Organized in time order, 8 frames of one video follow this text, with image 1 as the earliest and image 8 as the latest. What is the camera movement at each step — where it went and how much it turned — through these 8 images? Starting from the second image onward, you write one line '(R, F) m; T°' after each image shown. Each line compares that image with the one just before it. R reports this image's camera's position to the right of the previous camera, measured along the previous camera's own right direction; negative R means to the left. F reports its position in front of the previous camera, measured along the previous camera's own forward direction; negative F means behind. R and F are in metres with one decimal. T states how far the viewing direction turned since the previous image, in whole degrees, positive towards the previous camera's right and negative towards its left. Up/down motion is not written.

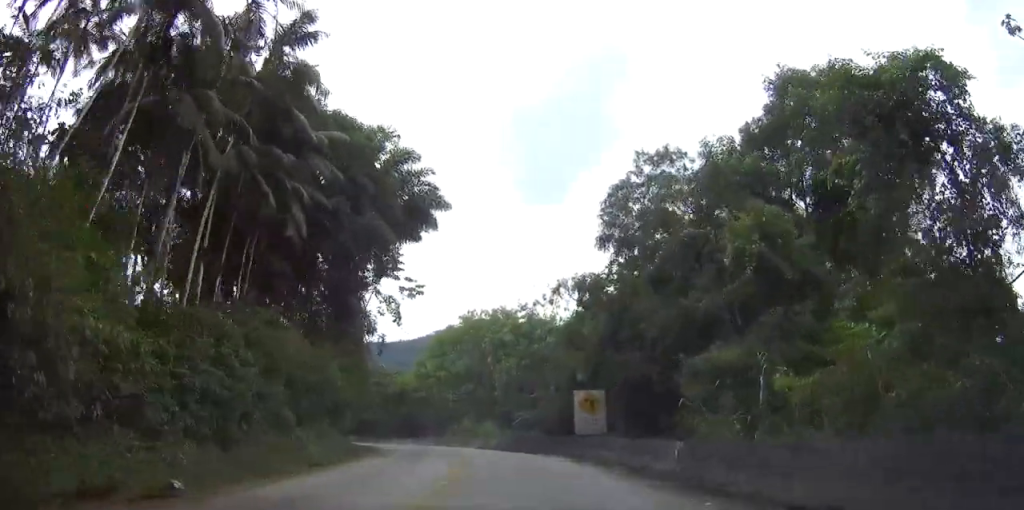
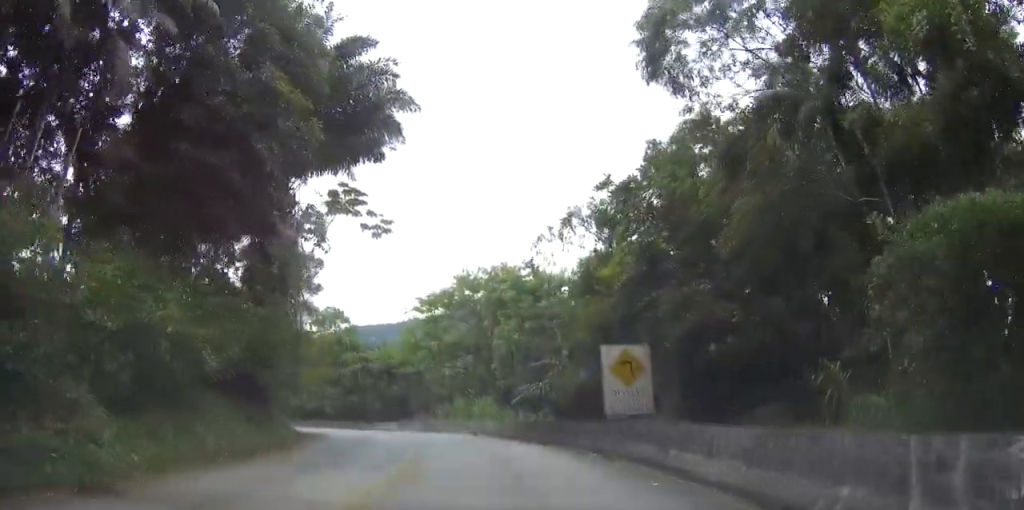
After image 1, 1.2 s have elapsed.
(-0.4, +12.5) m; -3°
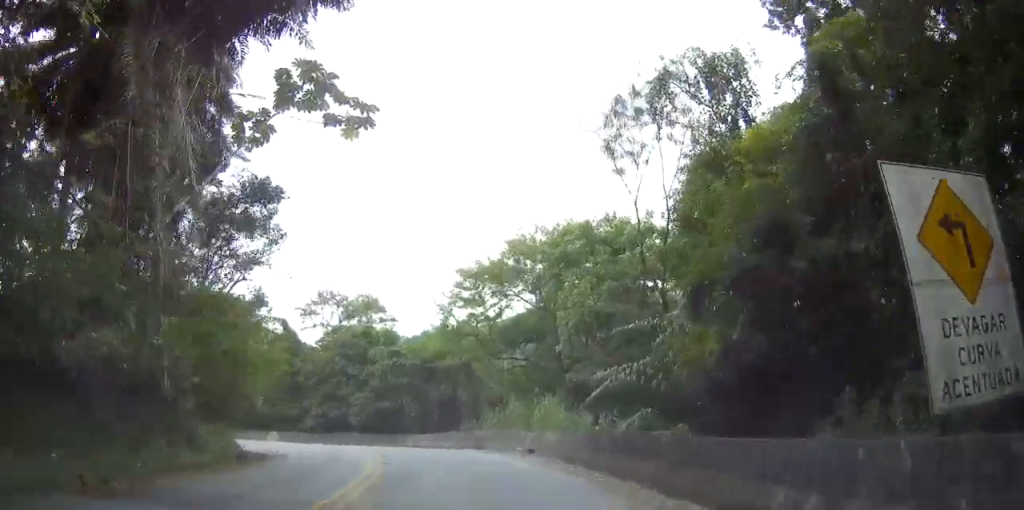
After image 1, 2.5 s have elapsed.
(0.0, +15.3) m; -2°
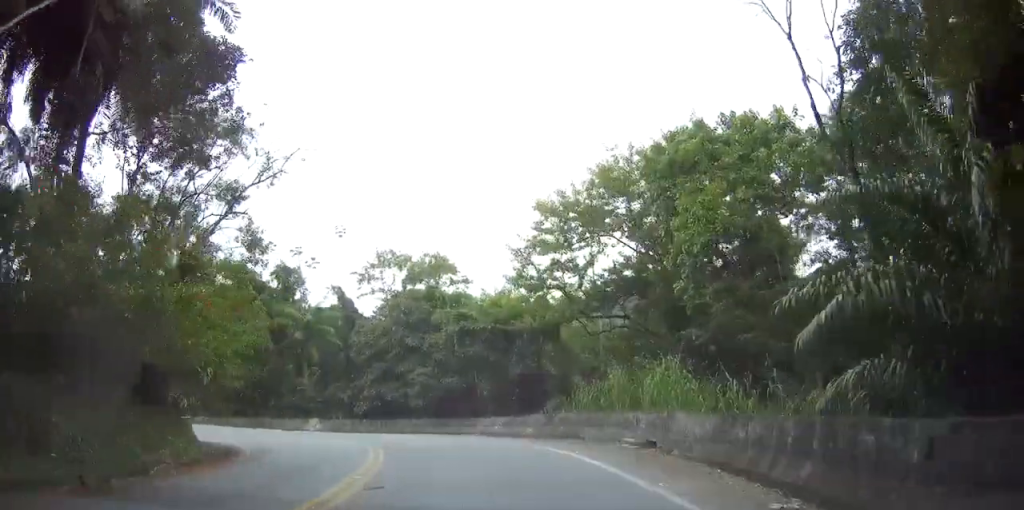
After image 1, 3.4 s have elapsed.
(-0.1, +10.0) m; -6°
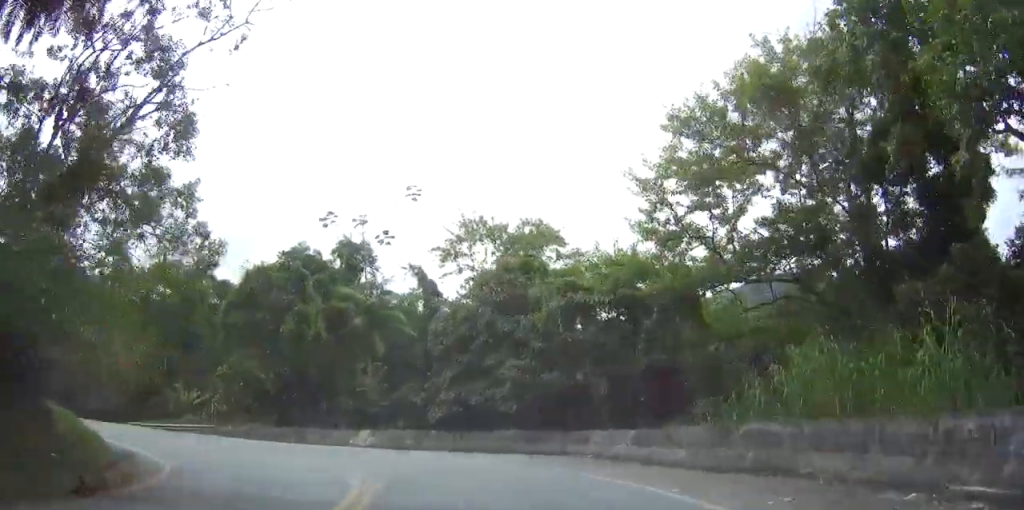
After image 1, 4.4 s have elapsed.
(-1.0, +10.9) m; -15°
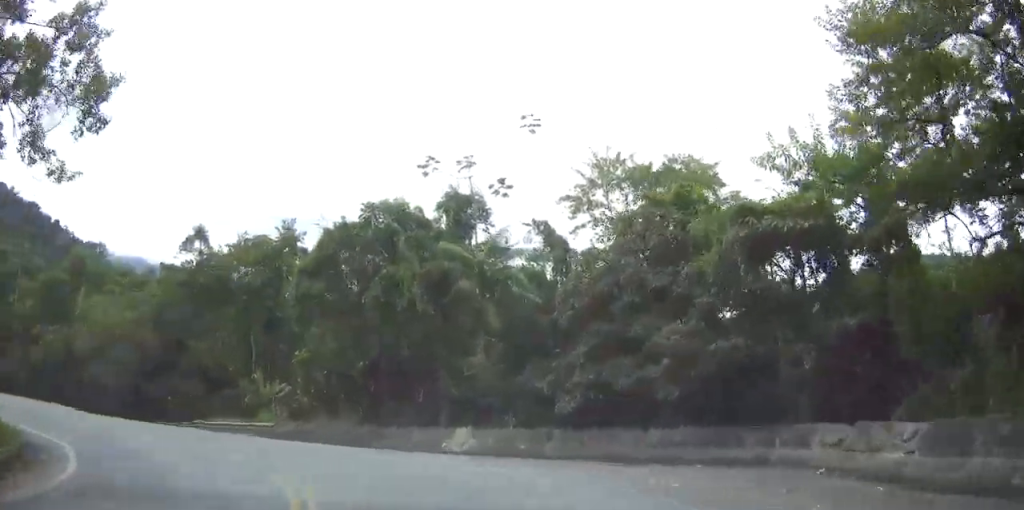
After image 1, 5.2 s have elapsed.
(-0.8, +7.9) m; -20°
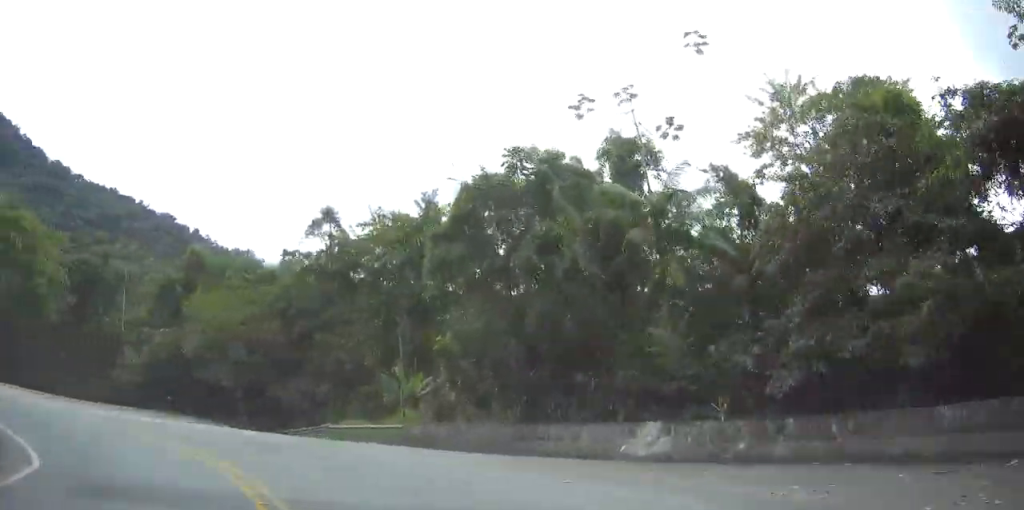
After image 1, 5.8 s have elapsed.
(-1.5, +5.2) m; -23°
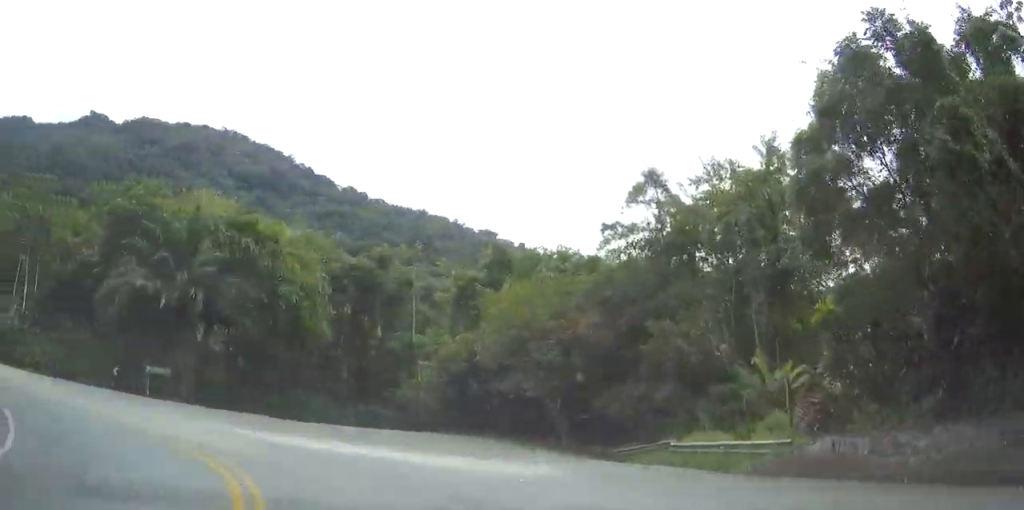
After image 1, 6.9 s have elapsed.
(-2.9, +8.2) m; -28°
